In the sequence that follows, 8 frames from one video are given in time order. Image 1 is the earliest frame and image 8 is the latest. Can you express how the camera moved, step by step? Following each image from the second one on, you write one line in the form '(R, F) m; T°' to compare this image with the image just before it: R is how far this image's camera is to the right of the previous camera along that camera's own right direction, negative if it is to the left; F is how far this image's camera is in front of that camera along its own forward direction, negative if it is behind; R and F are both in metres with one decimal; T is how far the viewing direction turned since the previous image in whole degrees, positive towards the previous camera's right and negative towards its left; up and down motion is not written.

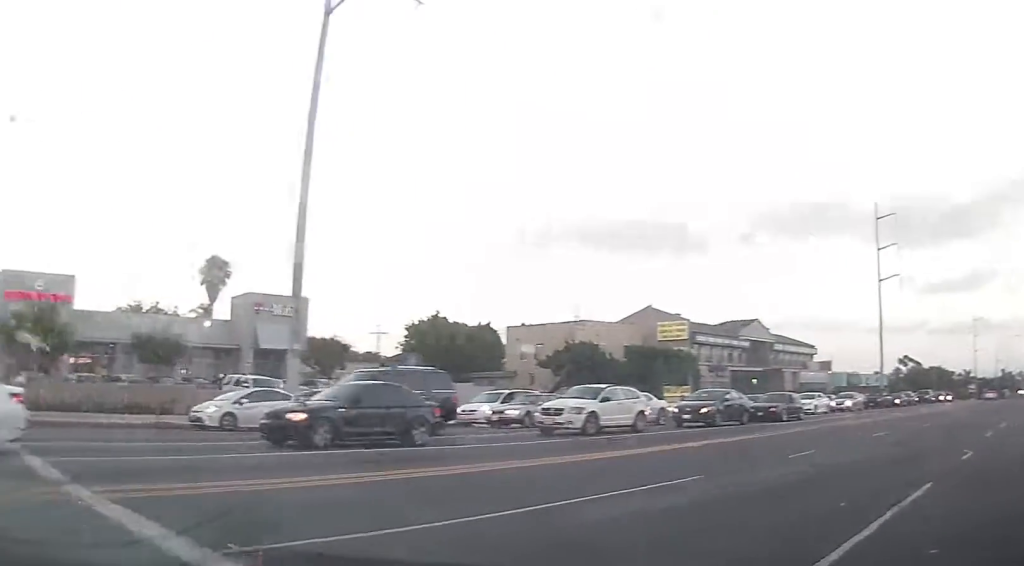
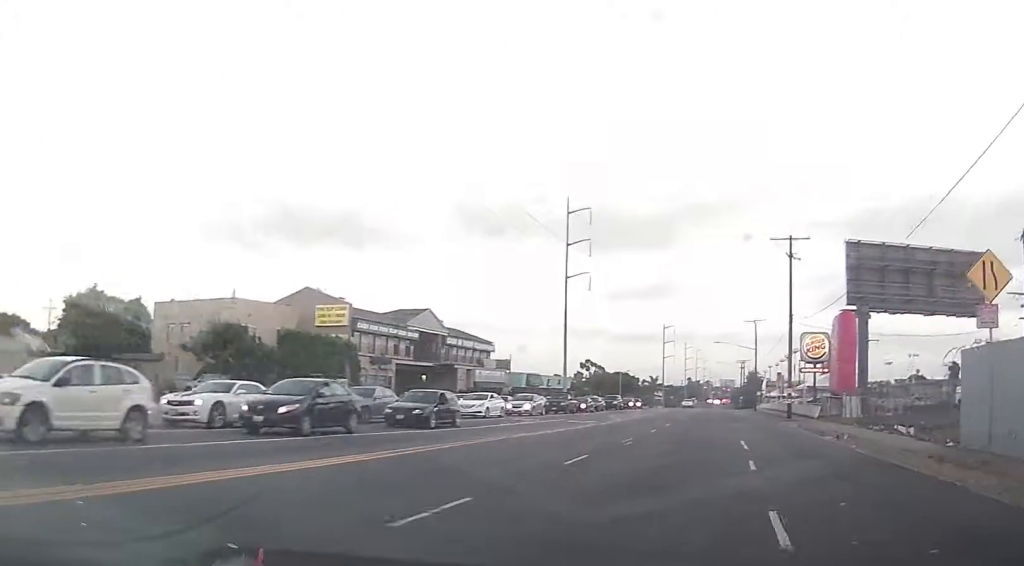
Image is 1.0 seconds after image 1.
(+1.7, +7.7) m; +21°
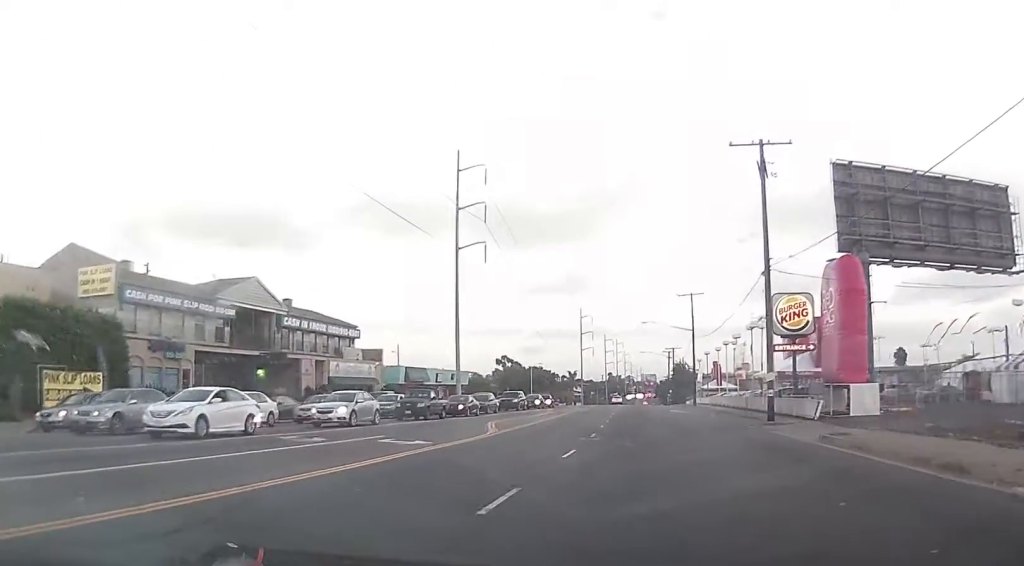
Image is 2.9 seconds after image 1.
(+2.3, +20.5) m; +5°
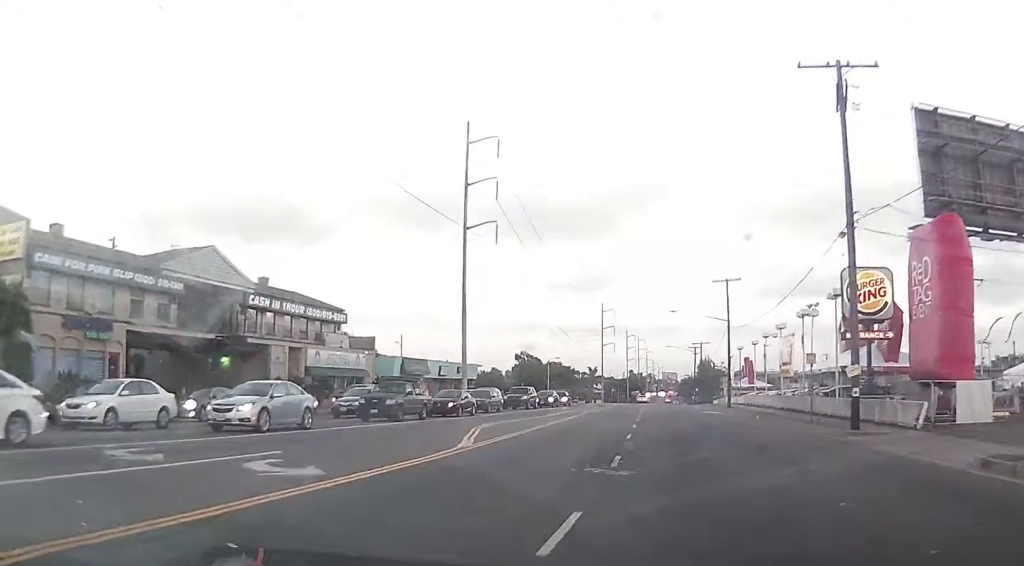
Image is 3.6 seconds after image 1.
(+0.1, +9.6) m; -1°
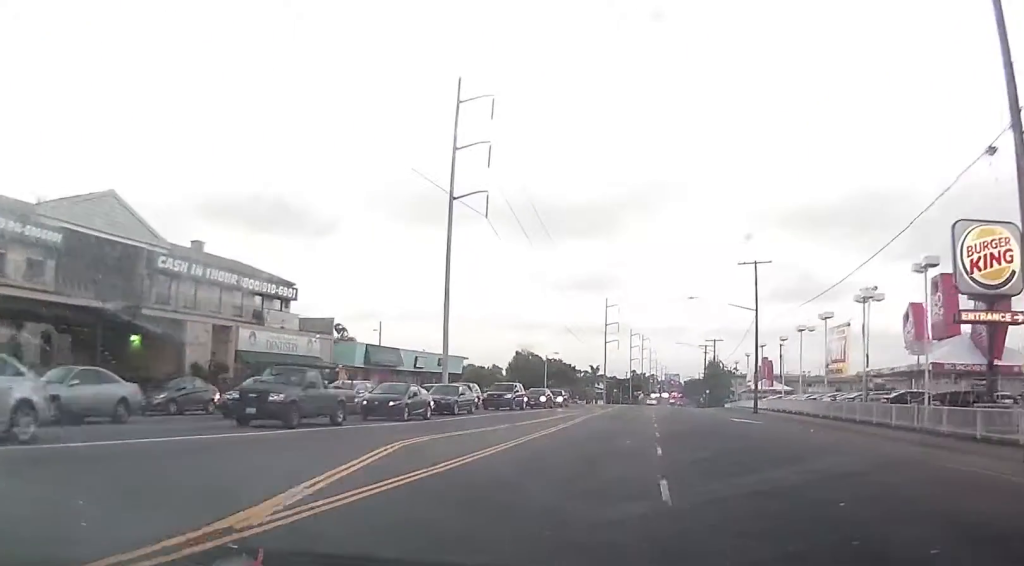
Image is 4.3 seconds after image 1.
(-0.2, +11.7) m; 0°
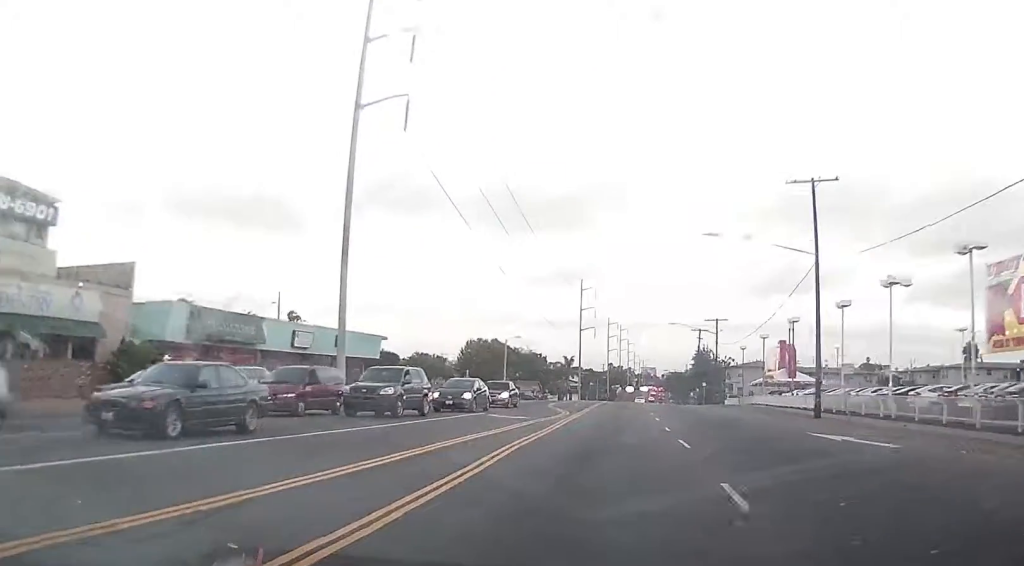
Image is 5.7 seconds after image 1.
(+0.5, +23.5) m; +2°
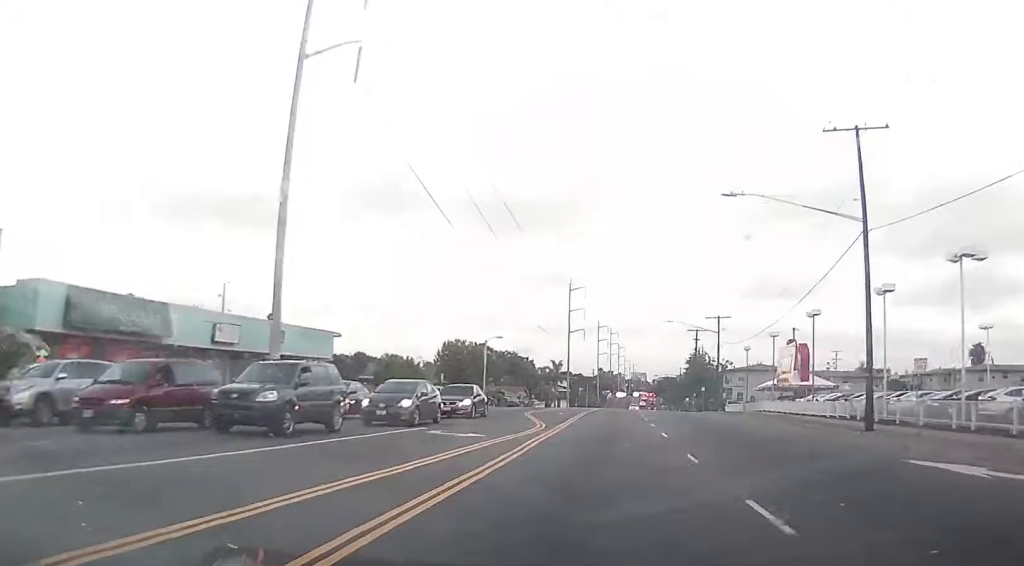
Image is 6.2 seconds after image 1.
(0.0, +9.1) m; 0°
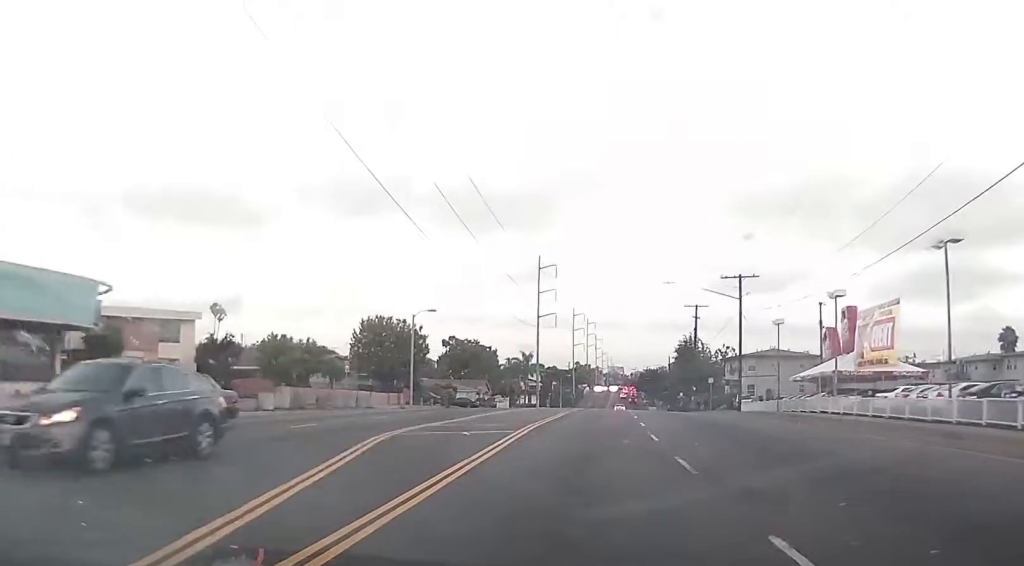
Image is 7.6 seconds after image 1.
(0.0, +25.0) m; +1°
